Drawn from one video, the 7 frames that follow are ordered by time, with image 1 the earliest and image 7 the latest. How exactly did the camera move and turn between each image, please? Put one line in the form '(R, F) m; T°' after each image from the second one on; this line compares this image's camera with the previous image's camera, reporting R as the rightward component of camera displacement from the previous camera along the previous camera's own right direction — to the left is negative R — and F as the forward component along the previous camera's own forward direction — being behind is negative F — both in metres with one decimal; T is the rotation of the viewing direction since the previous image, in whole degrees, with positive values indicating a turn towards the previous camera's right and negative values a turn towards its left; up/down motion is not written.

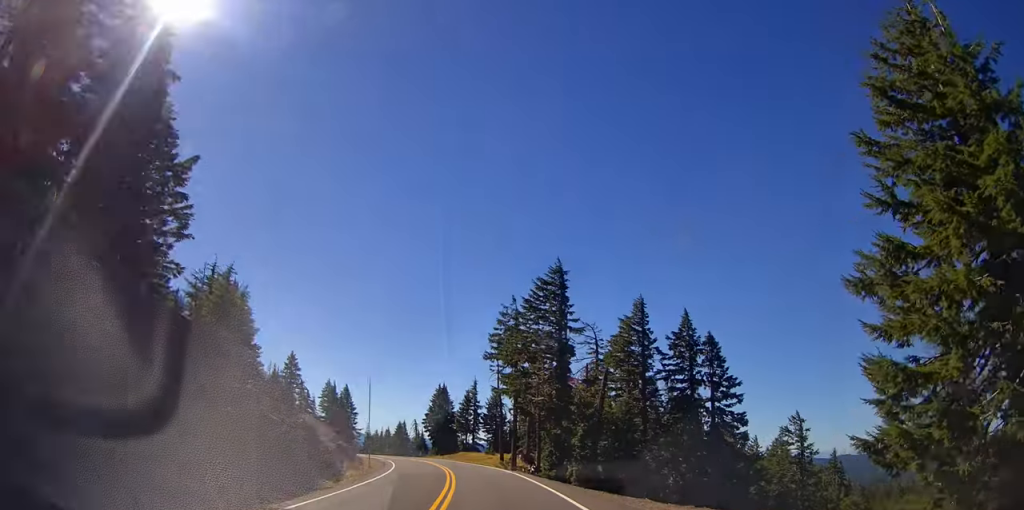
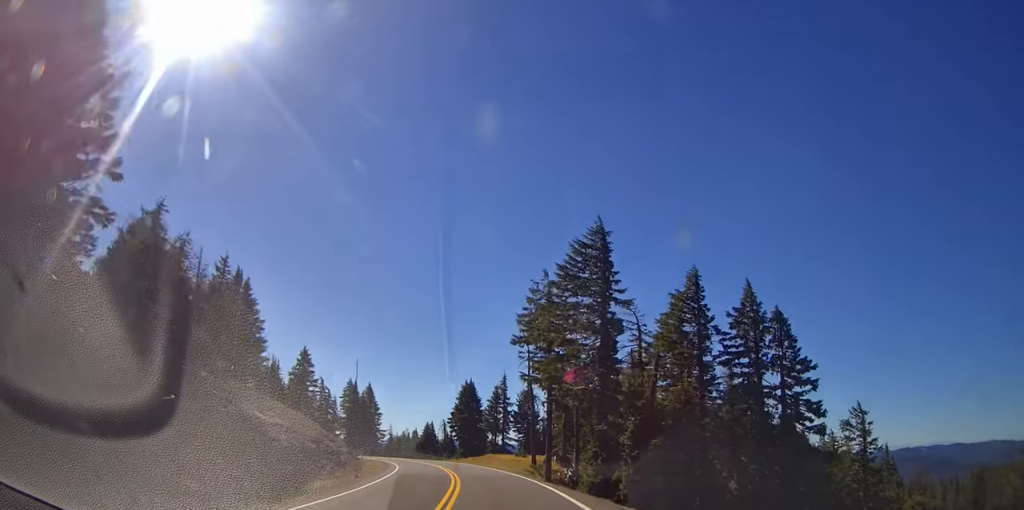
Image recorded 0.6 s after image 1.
(+0.2, +10.0) m; -3°
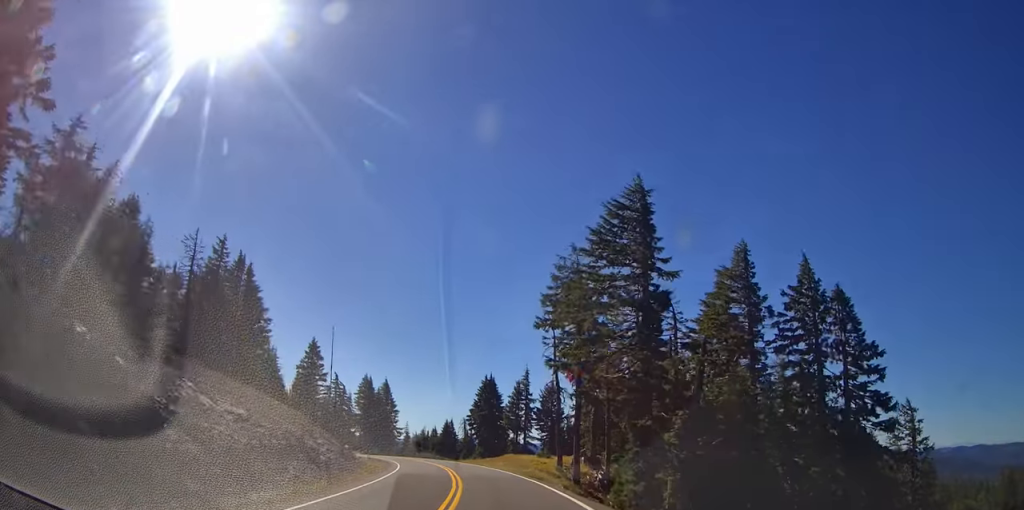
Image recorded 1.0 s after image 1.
(-0.3, +7.1) m; -3°
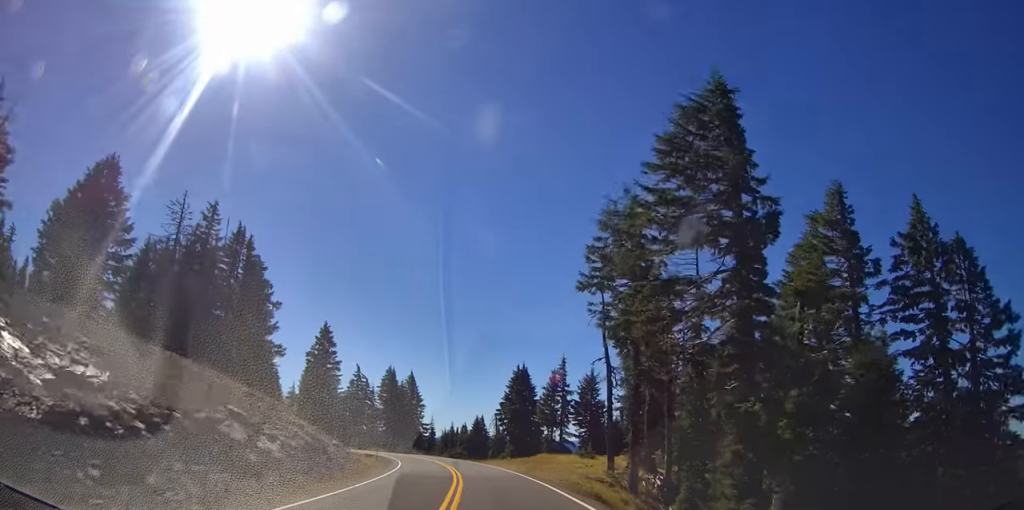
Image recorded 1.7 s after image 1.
(-0.3, +11.0) m; -6°
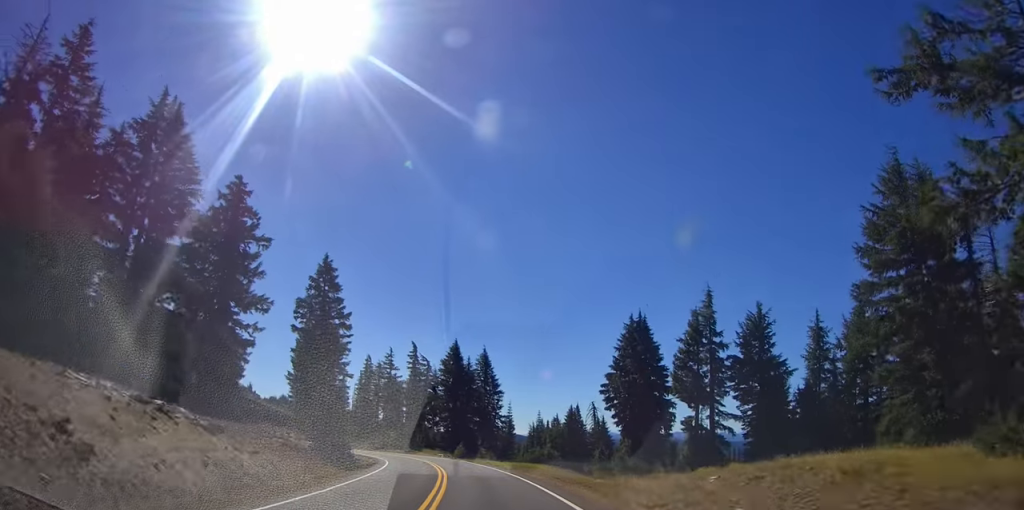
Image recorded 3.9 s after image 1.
(-3.0, +35.4) m; -9°
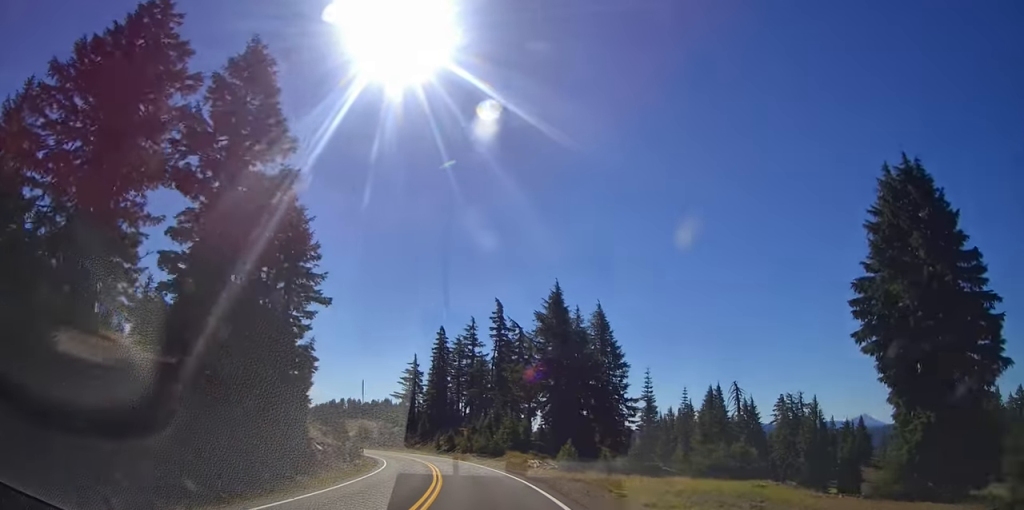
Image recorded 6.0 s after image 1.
(-3.0, +35.9) m; -8°
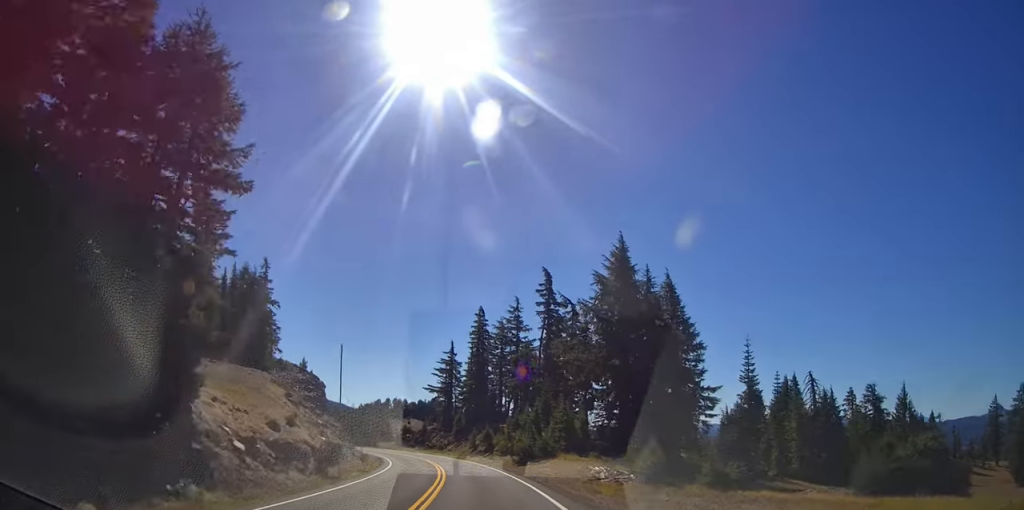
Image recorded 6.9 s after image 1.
(-0.5, +14.8) m; -5°
